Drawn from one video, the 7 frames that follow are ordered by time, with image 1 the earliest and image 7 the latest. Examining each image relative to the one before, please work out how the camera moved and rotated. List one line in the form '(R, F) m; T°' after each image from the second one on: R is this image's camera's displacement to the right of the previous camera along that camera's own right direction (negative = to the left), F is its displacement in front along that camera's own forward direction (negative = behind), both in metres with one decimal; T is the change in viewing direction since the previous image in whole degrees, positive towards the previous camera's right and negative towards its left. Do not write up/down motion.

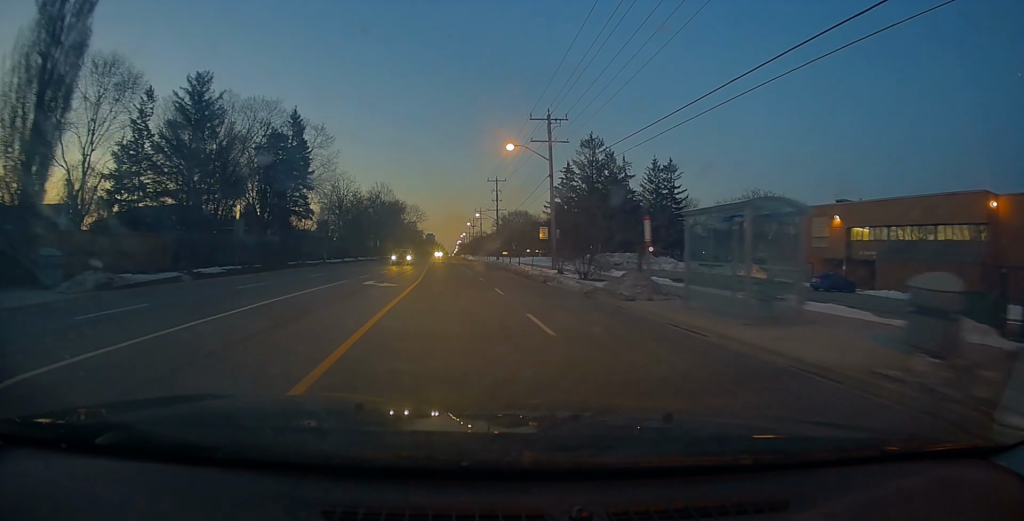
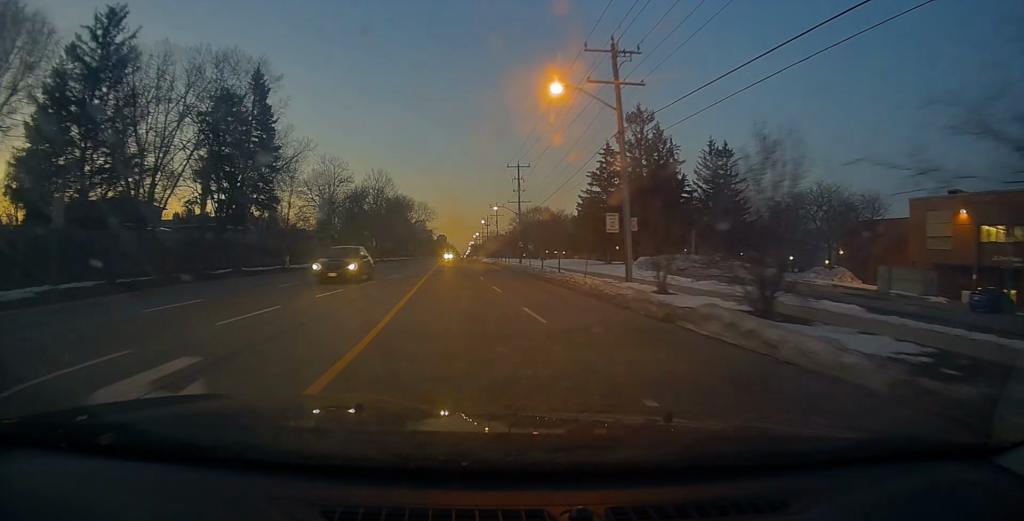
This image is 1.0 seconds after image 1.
(-0.3, +16.3) m; 0°
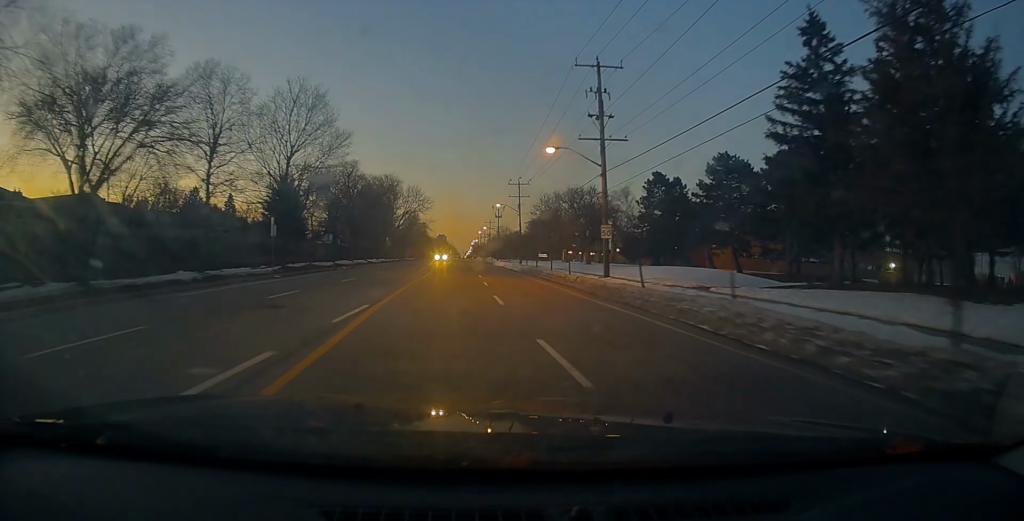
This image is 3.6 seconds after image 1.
(+0.3, +41.5) m; -1°
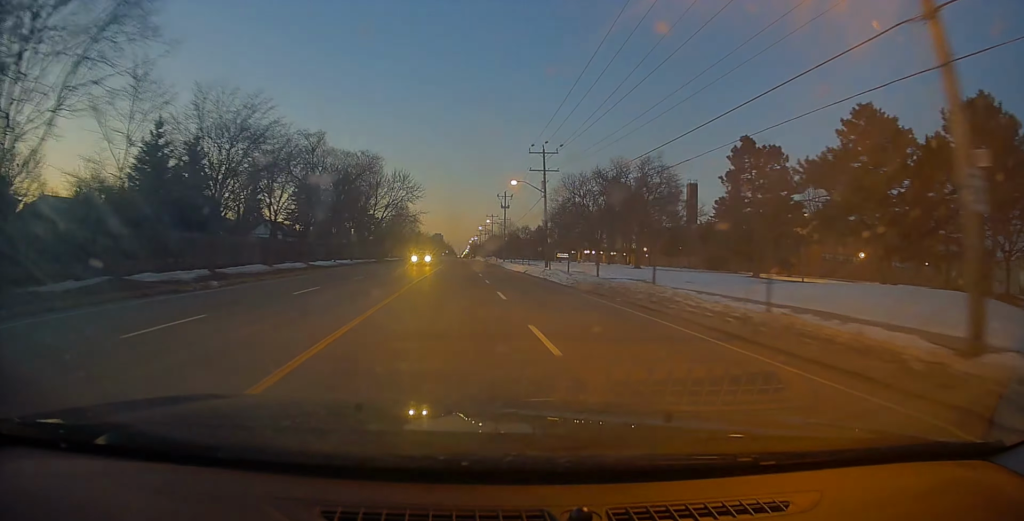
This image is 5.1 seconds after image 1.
(+0.1, +25.4) m; +1°
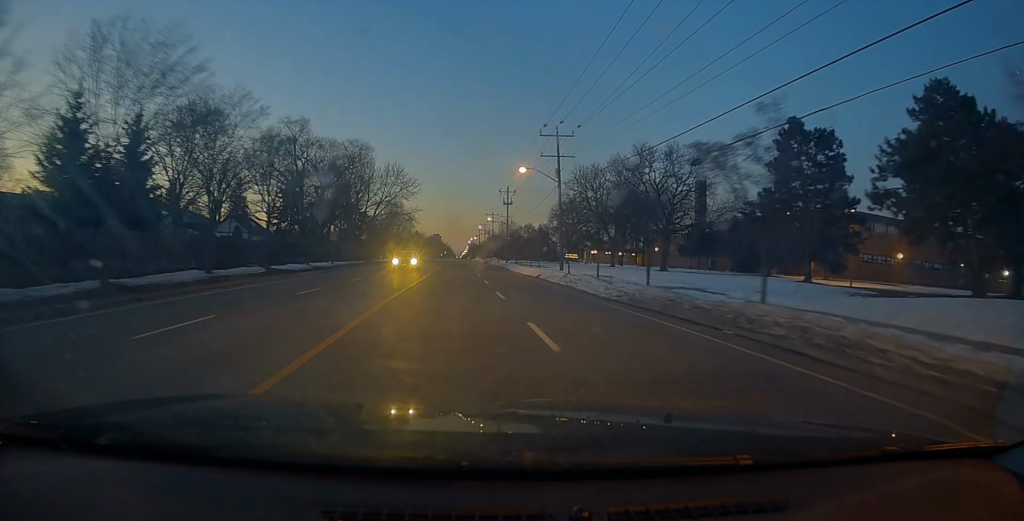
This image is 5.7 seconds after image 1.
(+0.1, +8.7) m; +1°
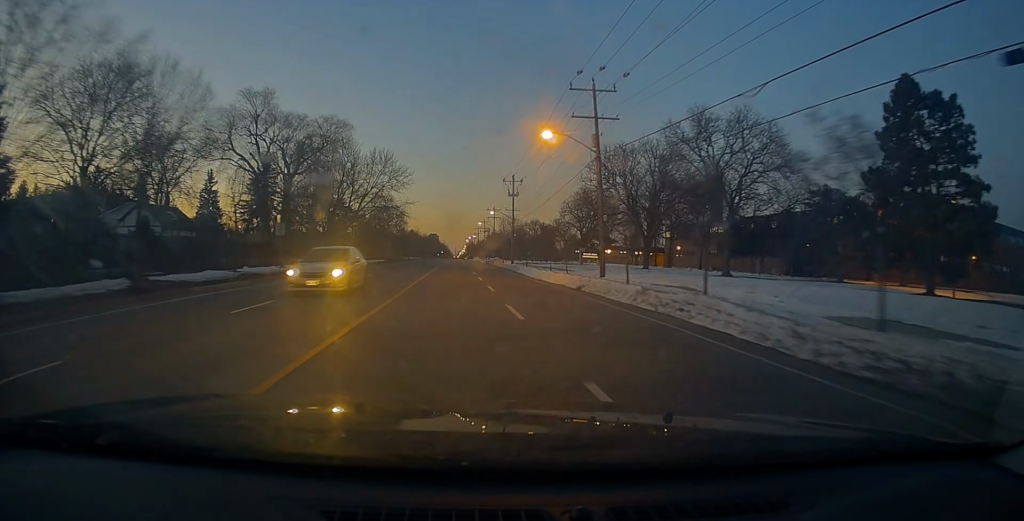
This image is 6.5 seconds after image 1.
(0.0, +14.1) m; +1°
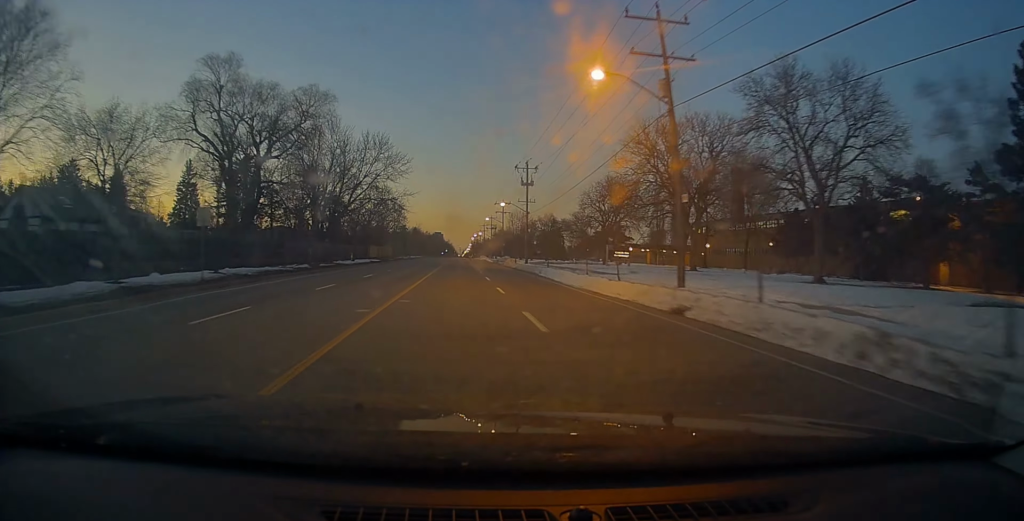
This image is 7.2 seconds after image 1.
(+0.2, +11.4) m; -1°
